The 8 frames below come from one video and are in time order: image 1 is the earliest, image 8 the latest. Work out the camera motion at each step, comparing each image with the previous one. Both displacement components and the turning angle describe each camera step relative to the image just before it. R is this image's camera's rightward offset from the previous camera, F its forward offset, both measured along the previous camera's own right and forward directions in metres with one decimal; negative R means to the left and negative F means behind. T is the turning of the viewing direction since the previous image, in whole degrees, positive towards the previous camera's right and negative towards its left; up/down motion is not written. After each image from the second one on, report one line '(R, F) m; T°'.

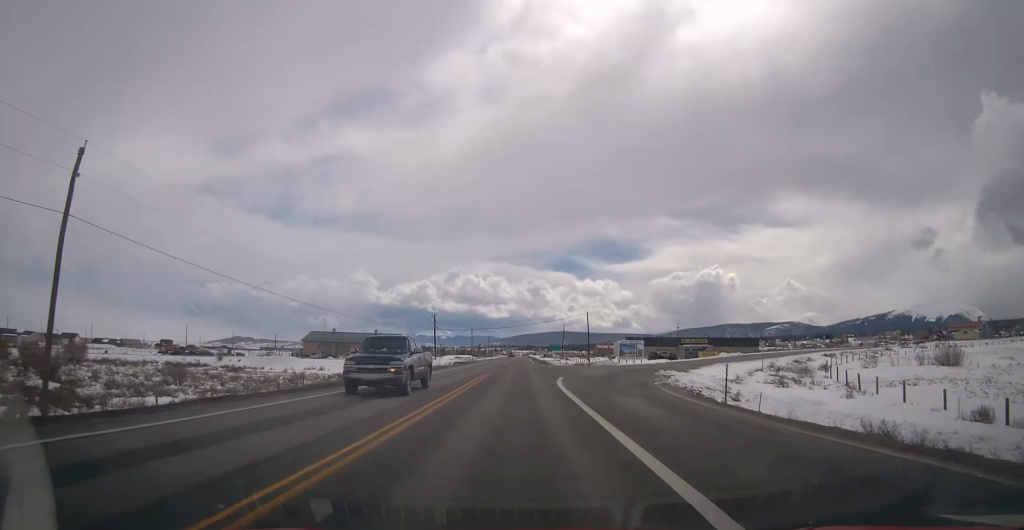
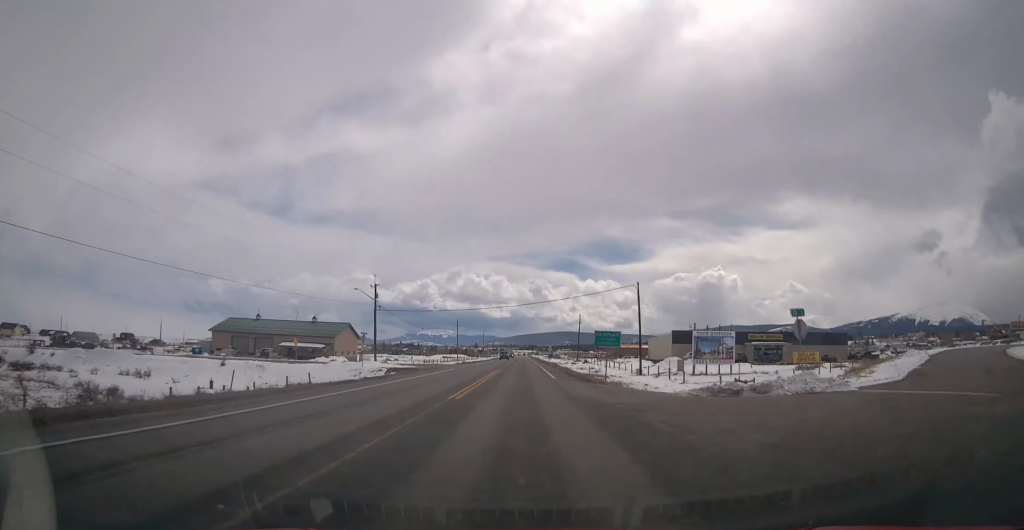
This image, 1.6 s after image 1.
(+0.4, +48.0) m; 0°
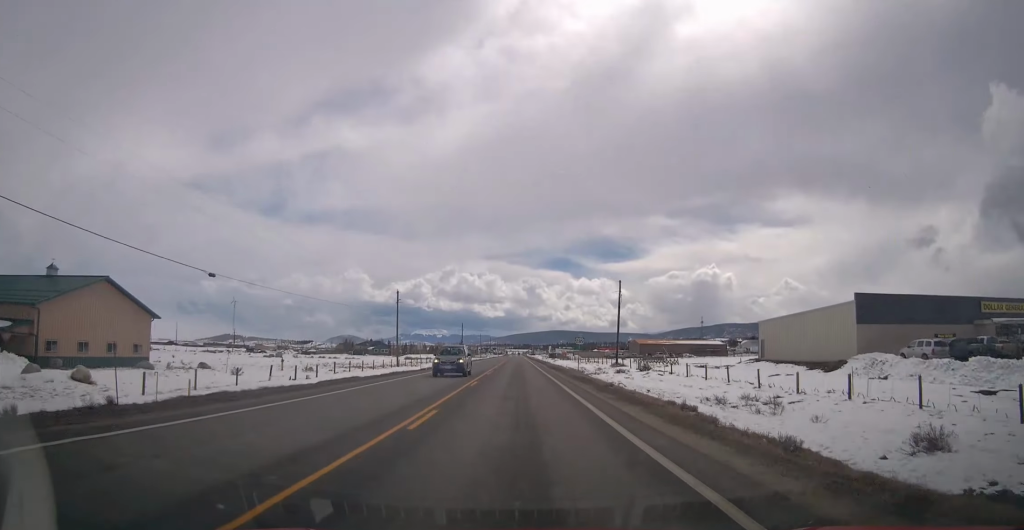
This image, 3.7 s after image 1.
(+0.1, +66.6) m; 0°
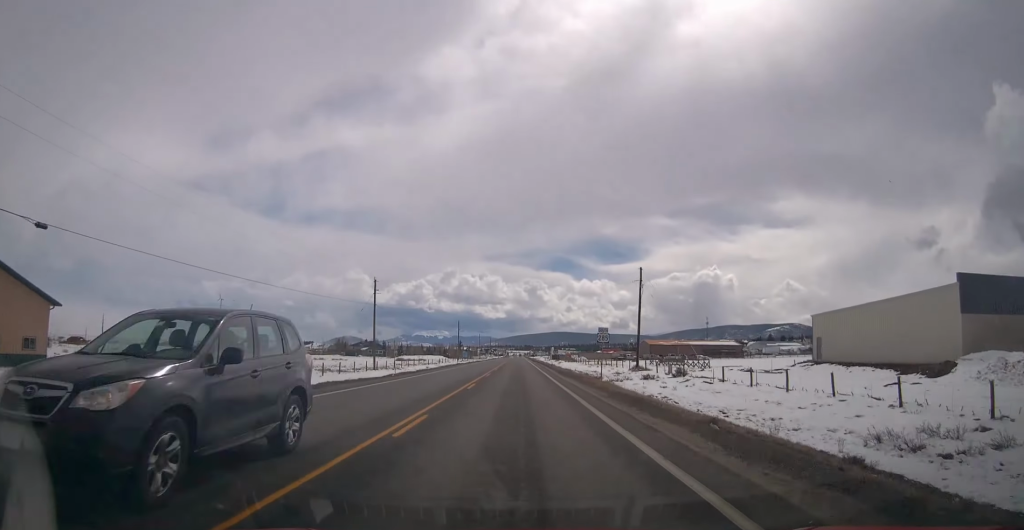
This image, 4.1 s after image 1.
(0.0, +13.2) m; 0°
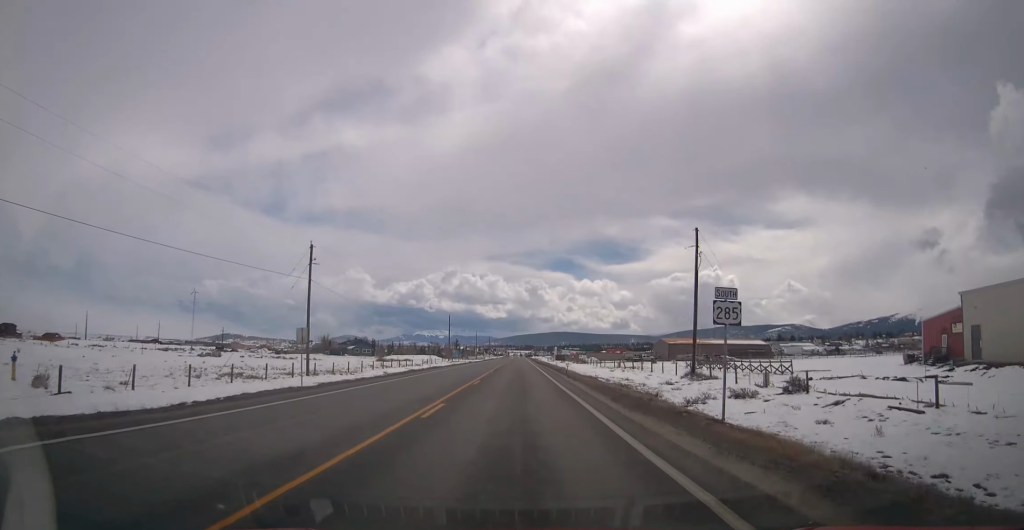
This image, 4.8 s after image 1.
(0.0, +21.8) m; 0°
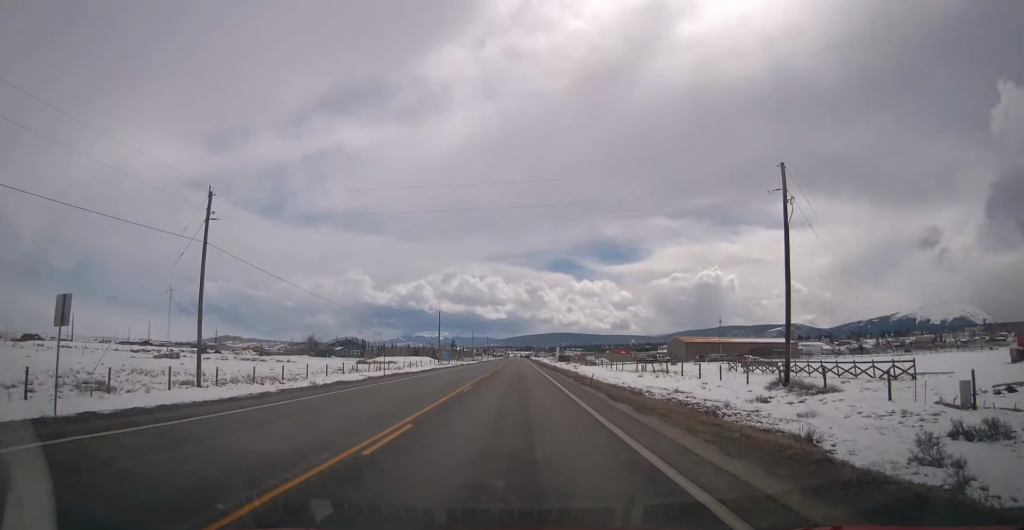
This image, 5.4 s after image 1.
(+0.1, +16.1) m; 0°
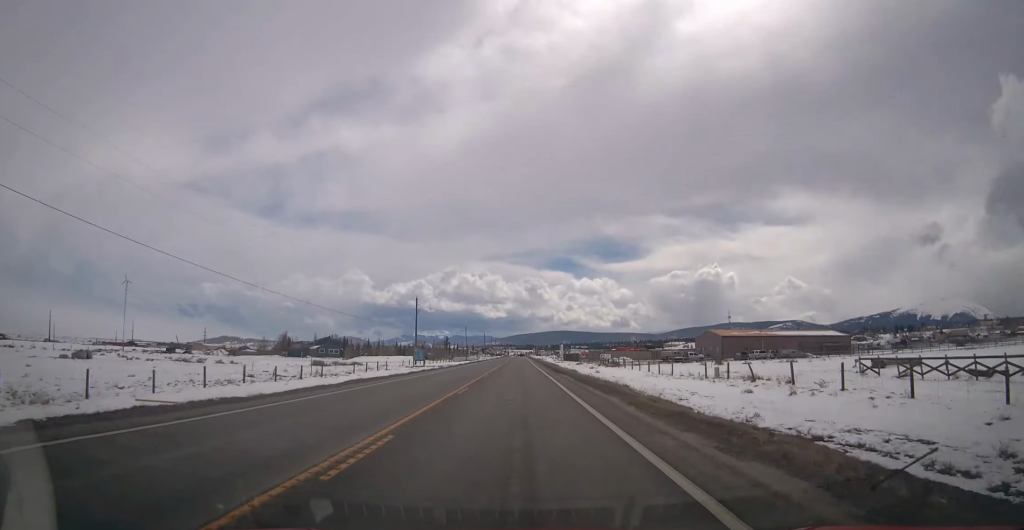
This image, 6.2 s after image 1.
(-0.1, +25.9) m; 0°
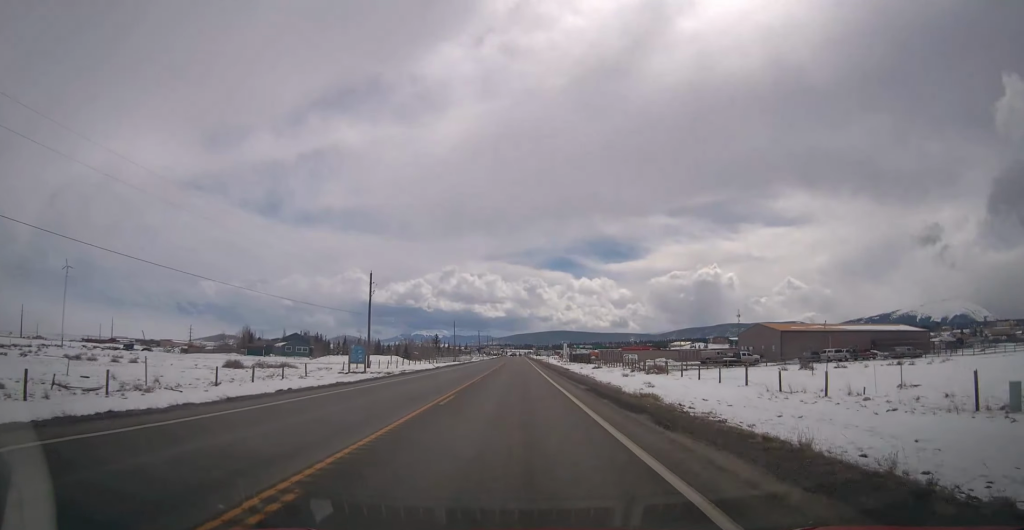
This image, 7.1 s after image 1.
(0.0, +27.7) m; 0°
